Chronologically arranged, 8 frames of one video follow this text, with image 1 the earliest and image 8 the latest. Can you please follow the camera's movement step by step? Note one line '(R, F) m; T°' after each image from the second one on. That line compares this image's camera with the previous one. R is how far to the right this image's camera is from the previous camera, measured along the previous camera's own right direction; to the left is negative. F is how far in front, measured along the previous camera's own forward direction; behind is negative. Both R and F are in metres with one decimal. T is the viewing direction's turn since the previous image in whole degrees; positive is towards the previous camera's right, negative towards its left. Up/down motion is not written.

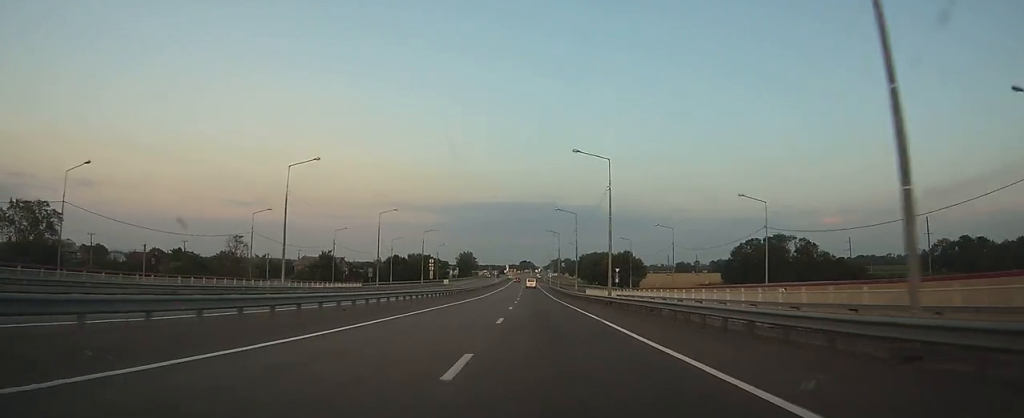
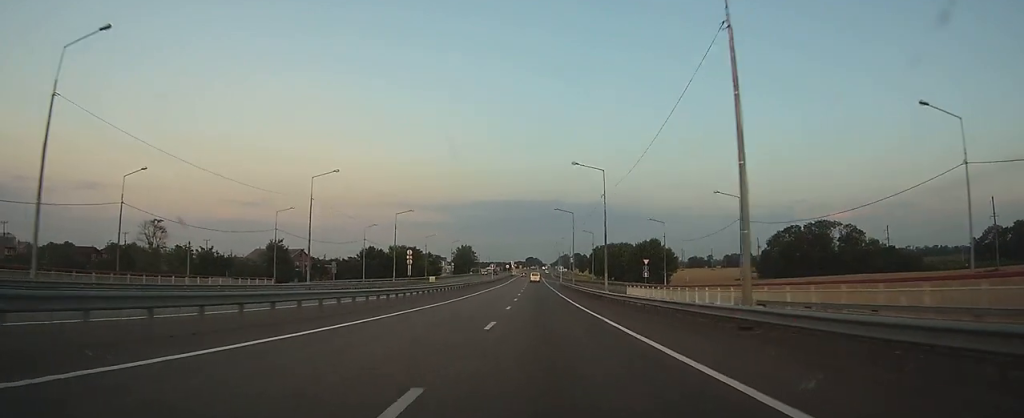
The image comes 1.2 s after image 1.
(-0.4, +27.5) m; -1°
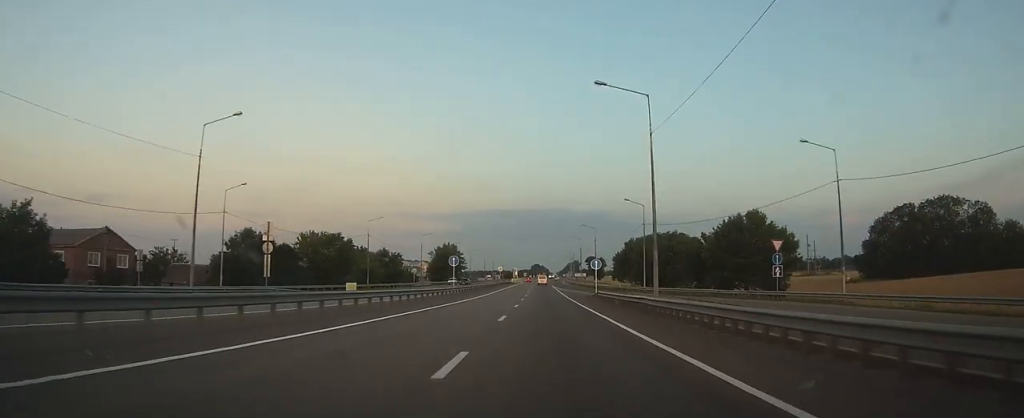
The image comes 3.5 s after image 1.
(-0.4, +55.9) m; -1°
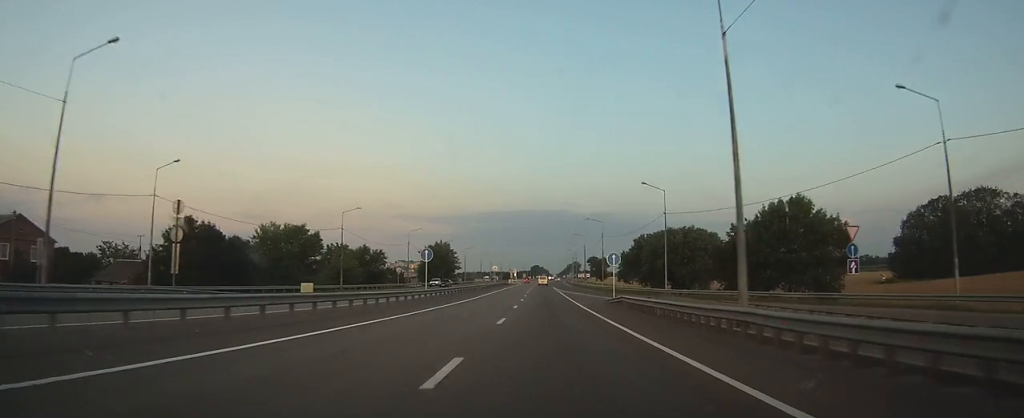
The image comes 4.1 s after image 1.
(0.0, +12.6) m; 0°
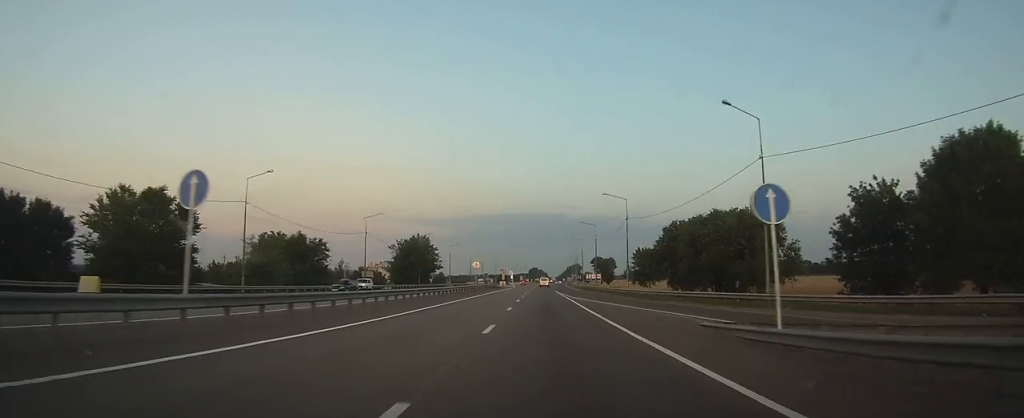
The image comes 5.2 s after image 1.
(+0.1, +27.7) m; 0°
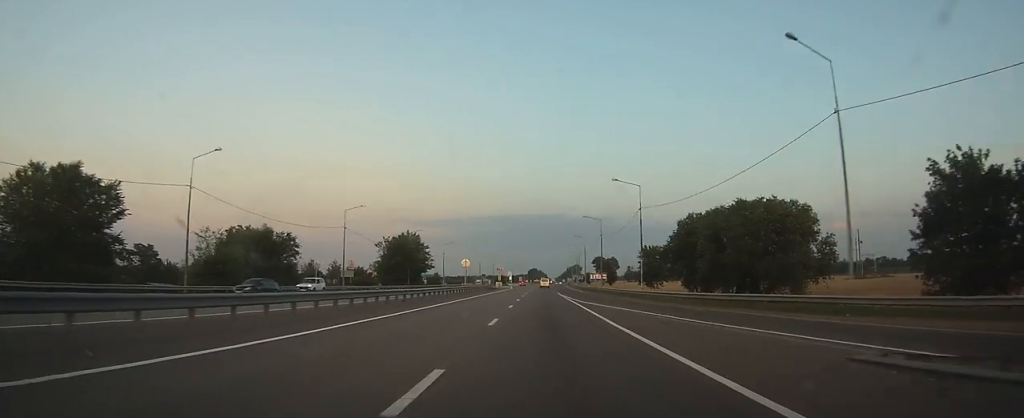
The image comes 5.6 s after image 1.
(0.0, +9.6) m; 0°
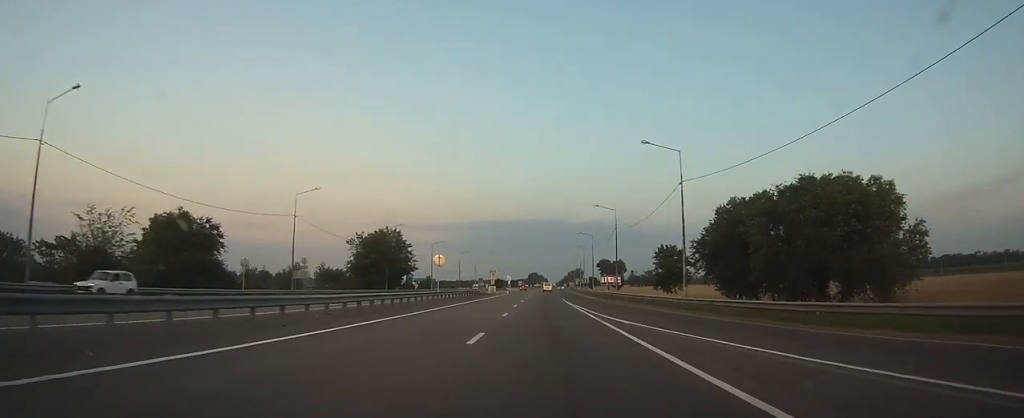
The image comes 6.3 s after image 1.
(0.0, +16.8) m; 0°
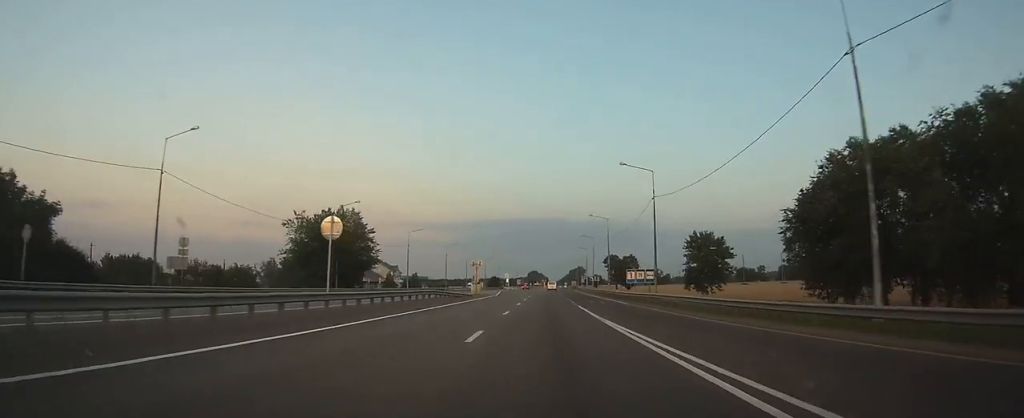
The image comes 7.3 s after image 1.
(0.0, +24.1) m; 0°
